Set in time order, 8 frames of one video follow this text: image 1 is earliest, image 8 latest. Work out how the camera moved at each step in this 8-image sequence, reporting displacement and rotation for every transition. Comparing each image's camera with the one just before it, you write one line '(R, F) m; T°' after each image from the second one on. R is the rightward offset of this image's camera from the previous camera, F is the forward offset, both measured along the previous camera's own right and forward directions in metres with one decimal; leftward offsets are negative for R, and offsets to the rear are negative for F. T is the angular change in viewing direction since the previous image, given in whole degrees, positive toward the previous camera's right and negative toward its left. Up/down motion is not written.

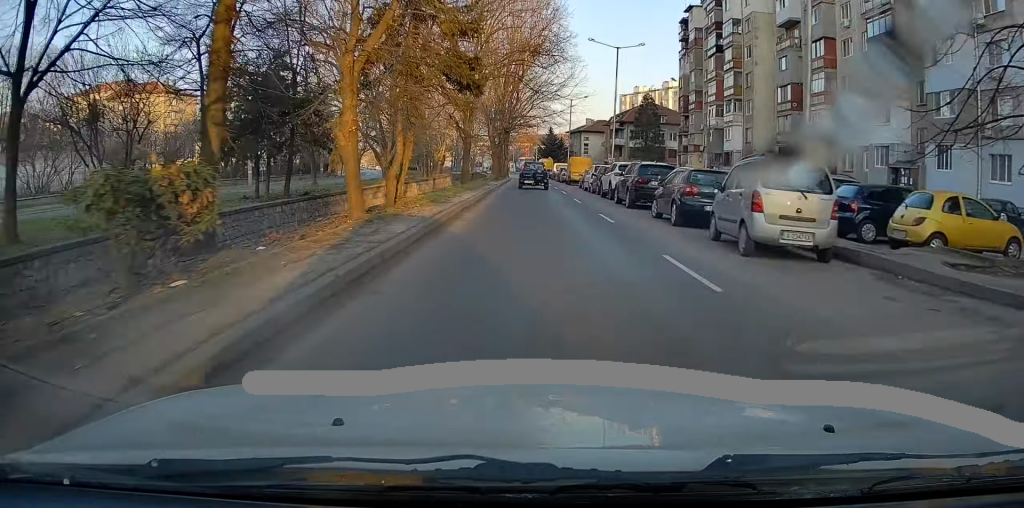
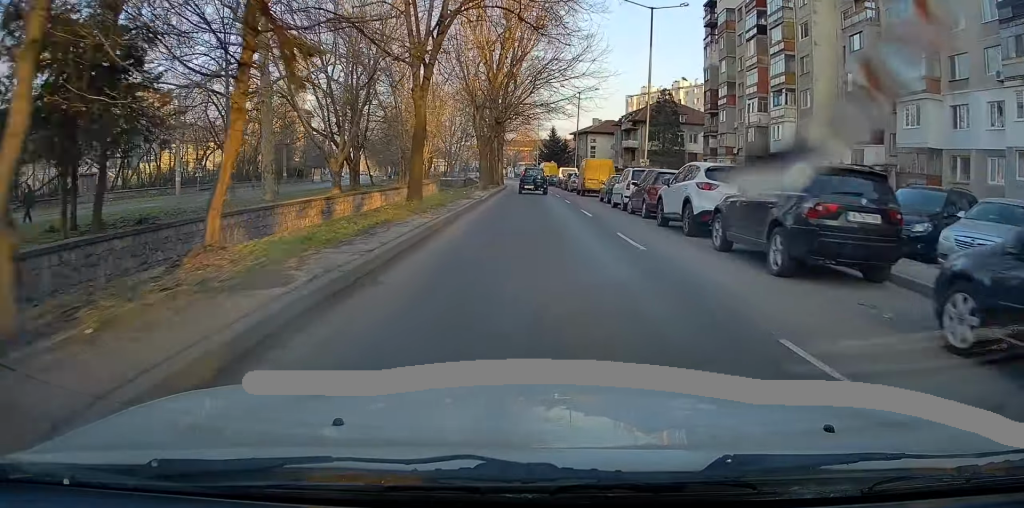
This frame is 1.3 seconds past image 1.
(0.0, +13.2) m; 0°
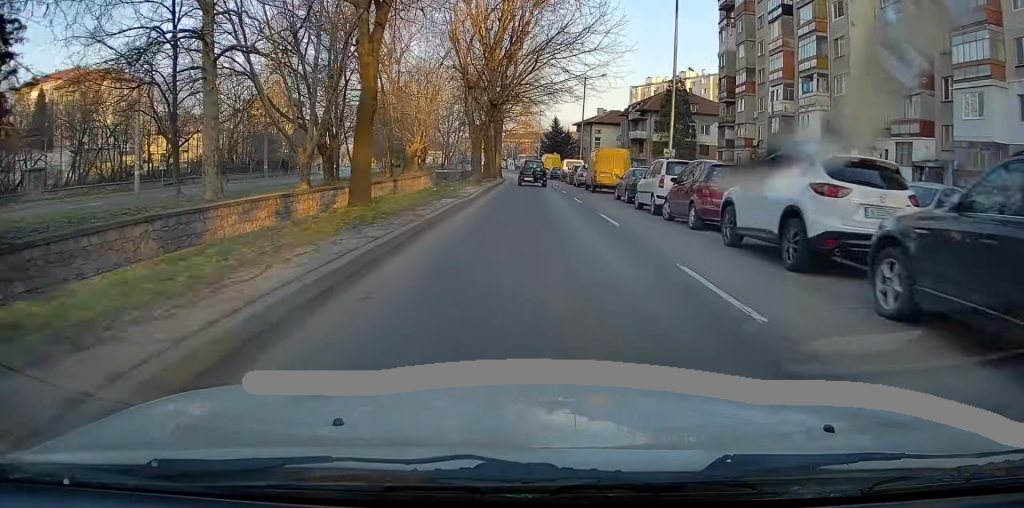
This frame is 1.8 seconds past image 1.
(0.0, +5.7) m; 0°
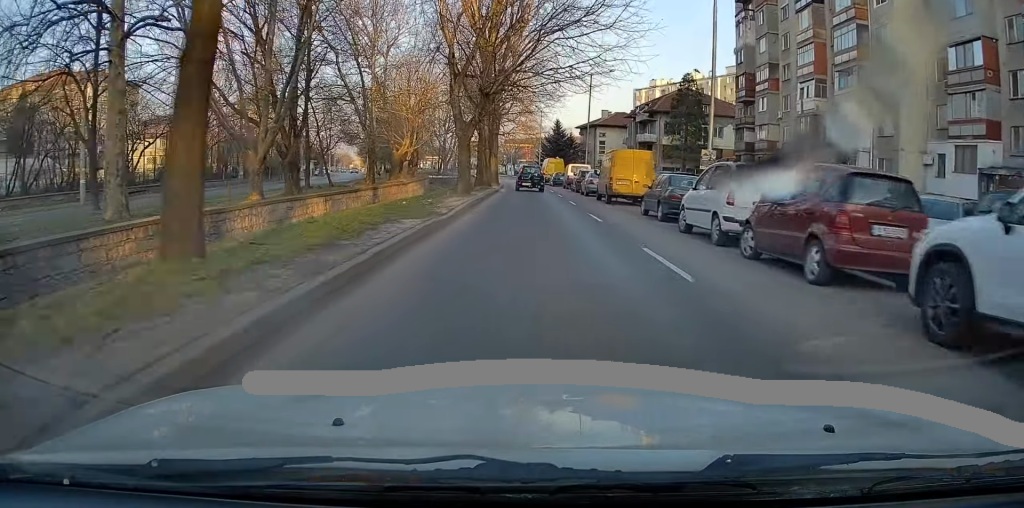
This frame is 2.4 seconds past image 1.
(0.0, +6.3) m; +1°
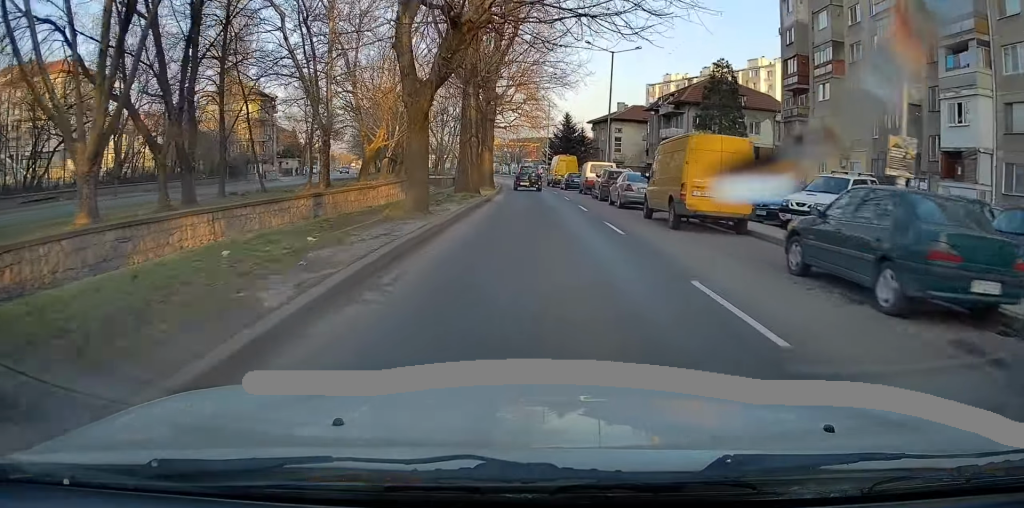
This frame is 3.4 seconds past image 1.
(+0.2, +11.9) m; 0°
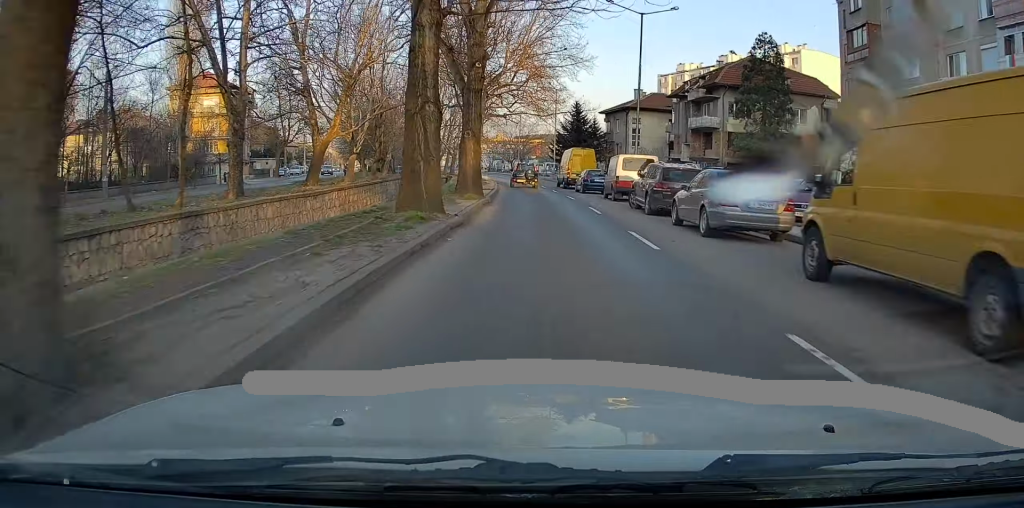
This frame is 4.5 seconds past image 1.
(-0.3, +11.4) m; 0°
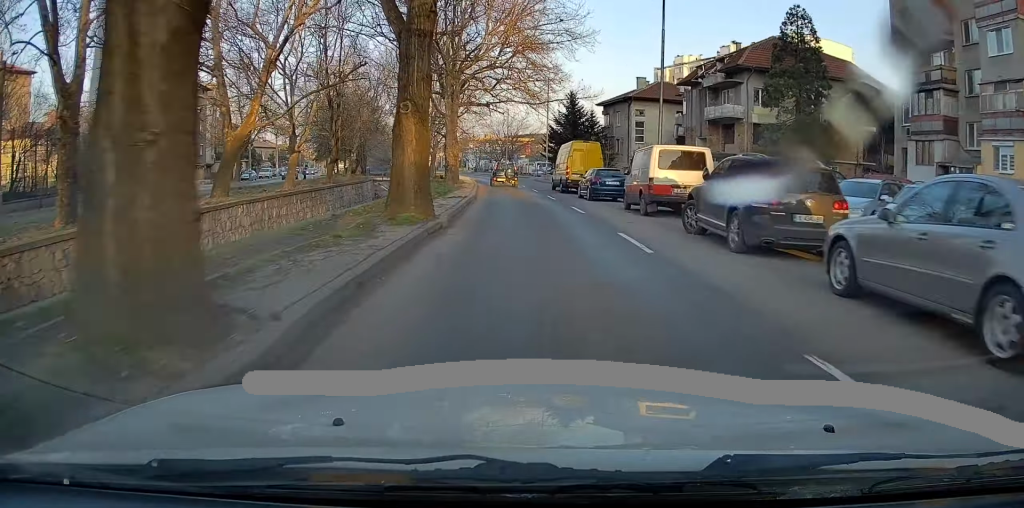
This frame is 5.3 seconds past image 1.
(+0.2, +9.2) m; +2°
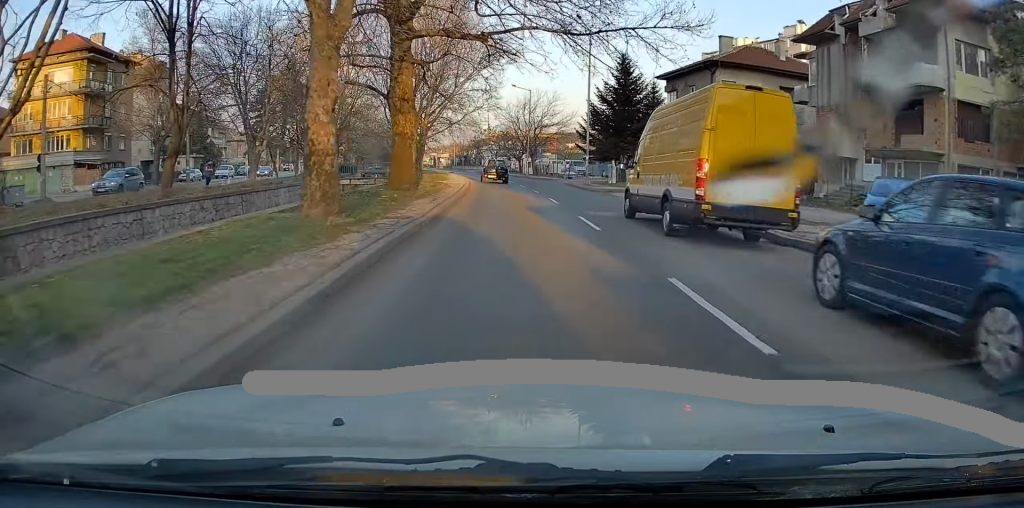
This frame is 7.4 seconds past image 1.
(-0.2, +23.4) m; -5°
